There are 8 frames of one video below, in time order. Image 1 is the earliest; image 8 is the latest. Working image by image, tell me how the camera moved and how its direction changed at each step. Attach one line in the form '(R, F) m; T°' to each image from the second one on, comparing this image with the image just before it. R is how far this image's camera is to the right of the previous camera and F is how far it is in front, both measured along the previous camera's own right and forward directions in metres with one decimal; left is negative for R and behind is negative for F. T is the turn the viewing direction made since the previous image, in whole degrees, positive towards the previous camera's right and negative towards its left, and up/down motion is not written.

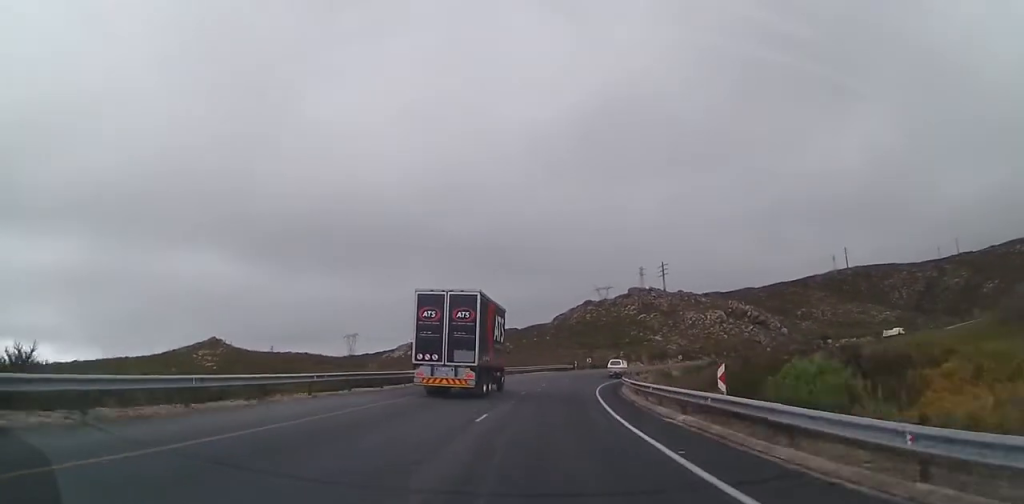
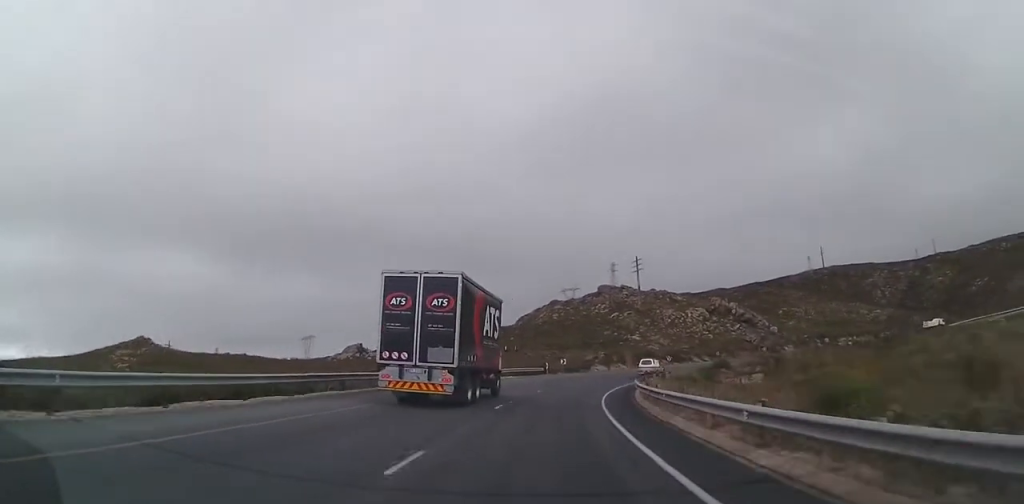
(0.0, +18.6) m; 0°
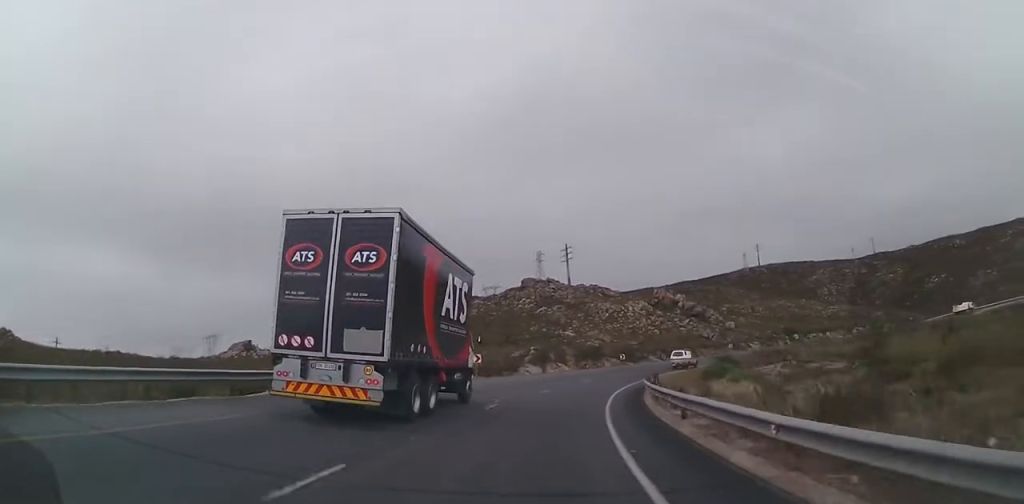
(0.0, +24.8) m; 0°
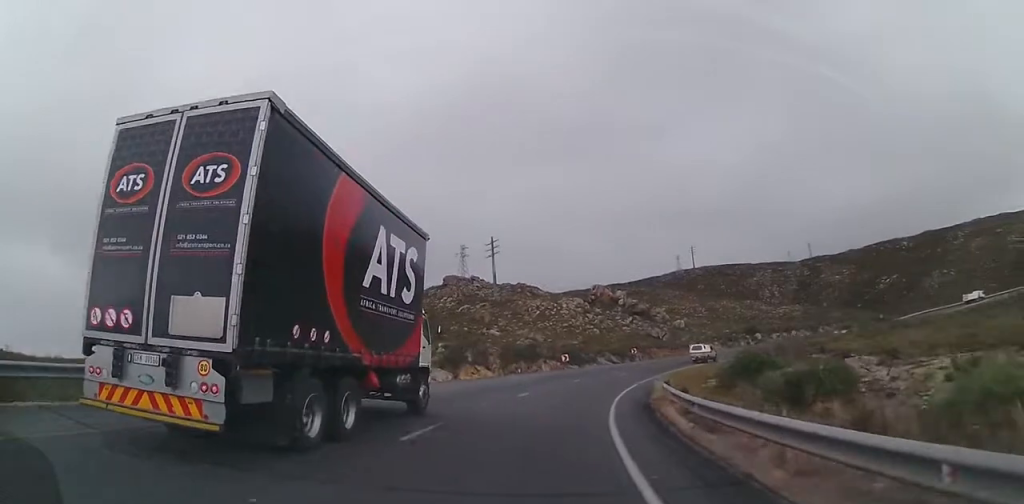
(0.0, +18.6) m; 0°
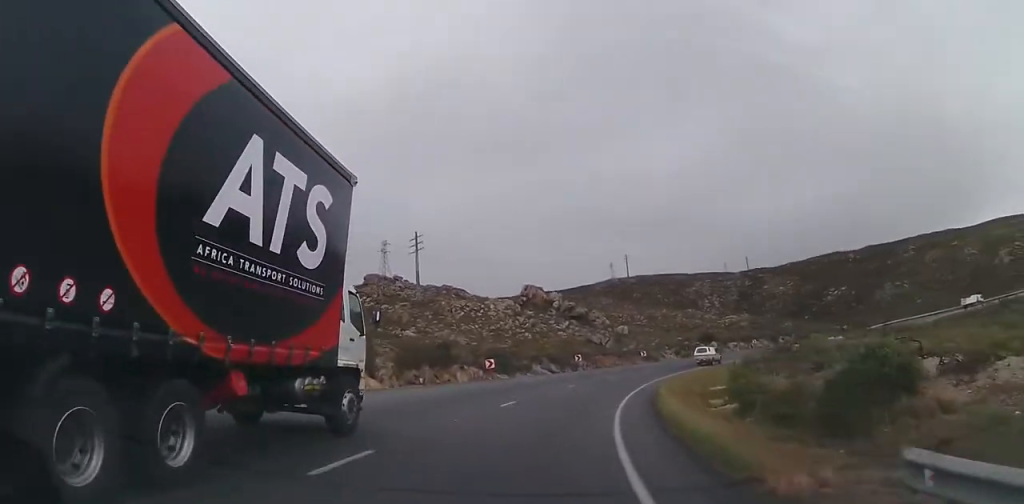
(0.0, +14.7) m; 0°
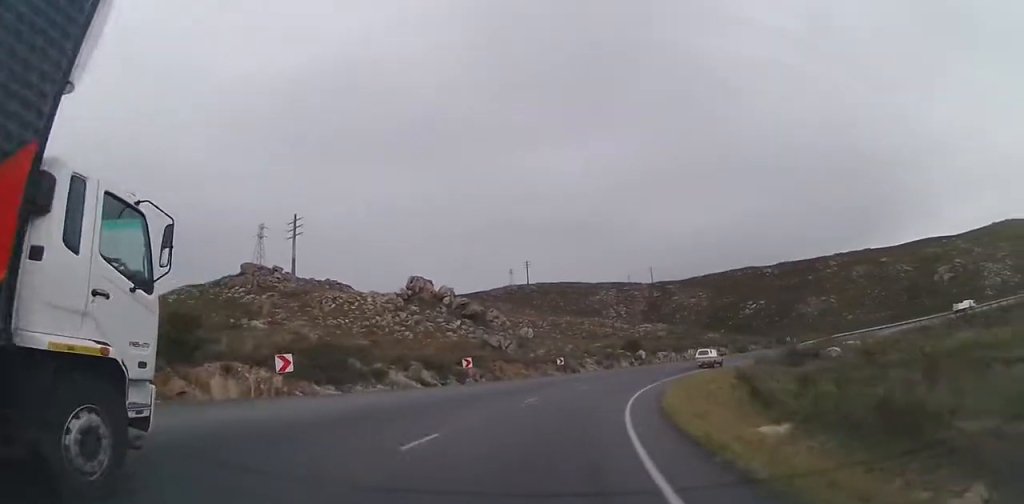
(0.0, +20.1) m; 0°
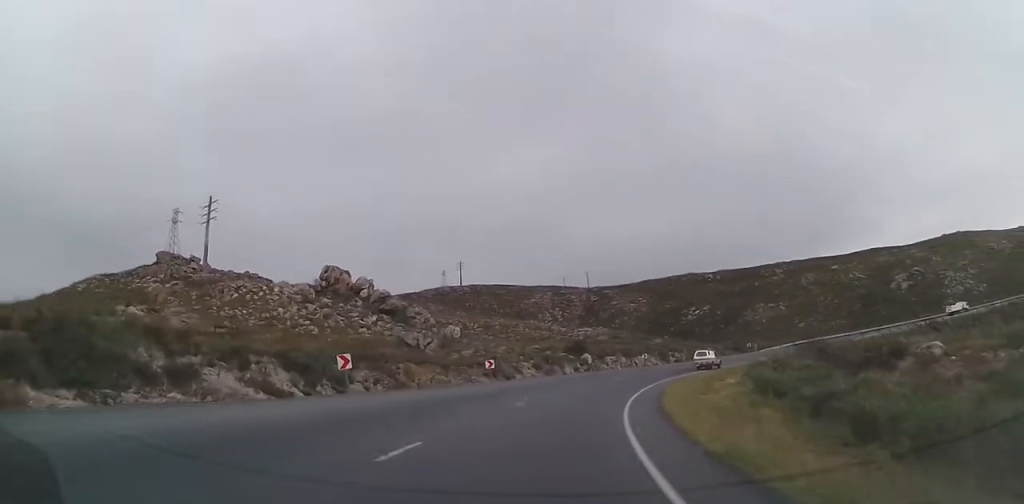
(0.0, +12.4) m; +1°
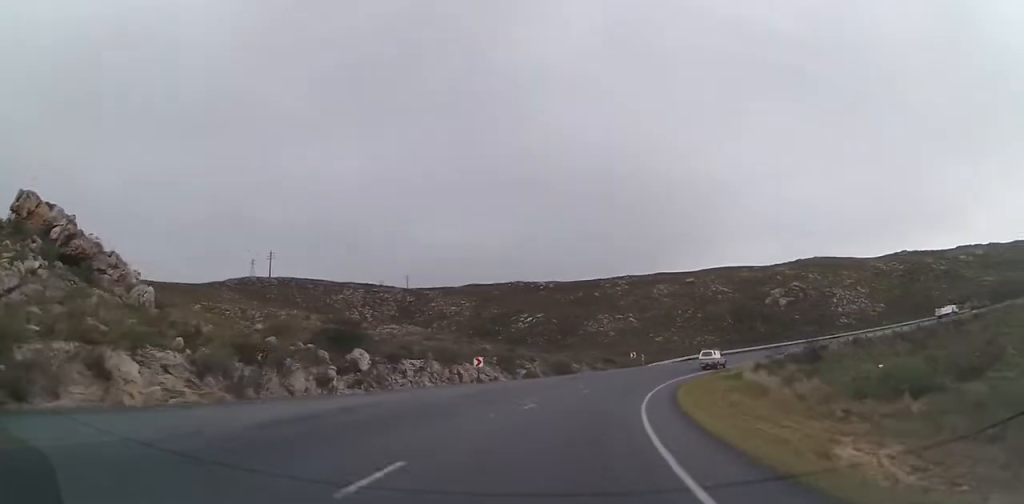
(+1.2, +34.6) m; +29°
